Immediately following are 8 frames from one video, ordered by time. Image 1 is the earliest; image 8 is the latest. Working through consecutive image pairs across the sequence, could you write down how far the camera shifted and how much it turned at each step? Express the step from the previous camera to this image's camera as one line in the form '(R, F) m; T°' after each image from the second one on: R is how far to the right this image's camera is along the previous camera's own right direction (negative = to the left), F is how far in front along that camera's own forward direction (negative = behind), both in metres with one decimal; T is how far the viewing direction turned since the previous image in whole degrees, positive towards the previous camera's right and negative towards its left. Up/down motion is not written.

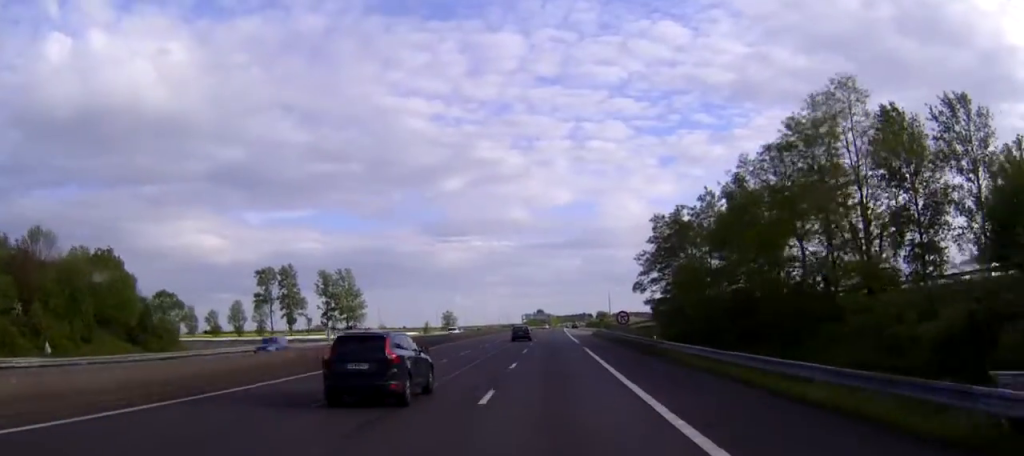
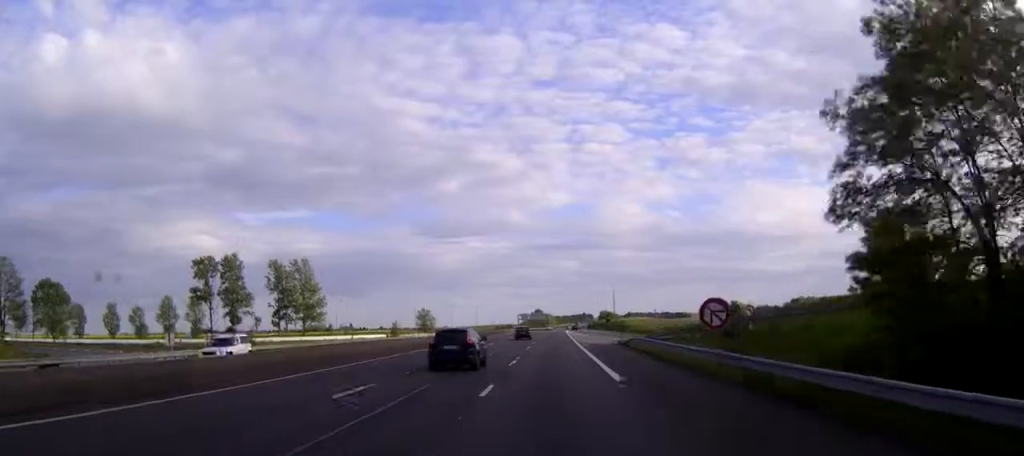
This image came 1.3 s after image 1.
(+0.3, +37.4) m; +1°
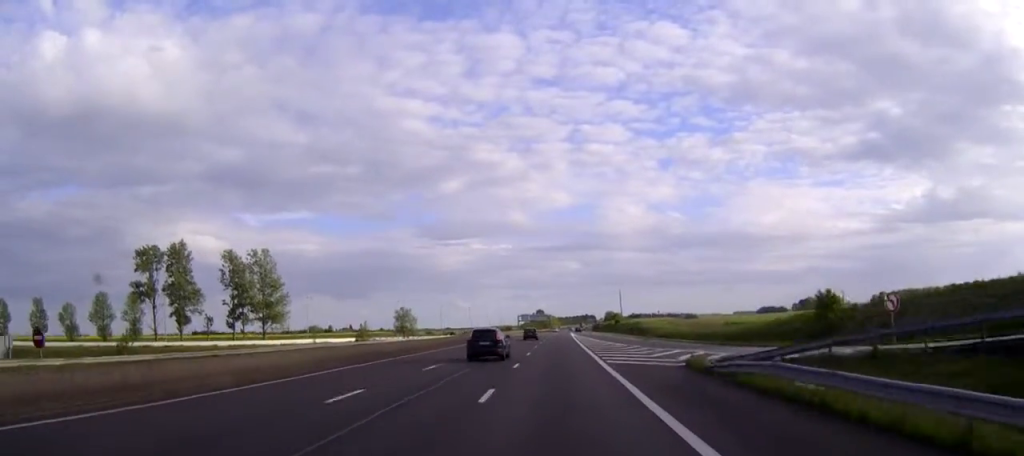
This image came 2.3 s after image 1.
(0.0, +26.8) m; 0°
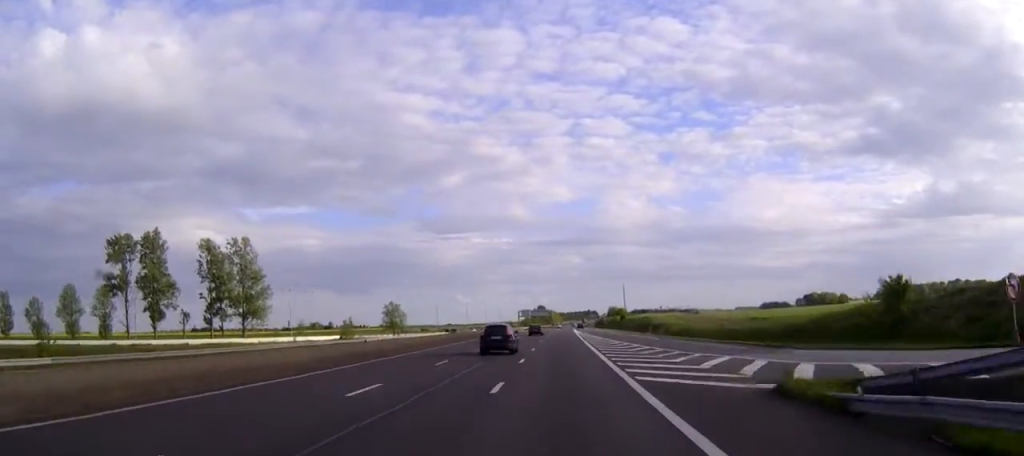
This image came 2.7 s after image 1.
(0.0, +11.1) m; 0°
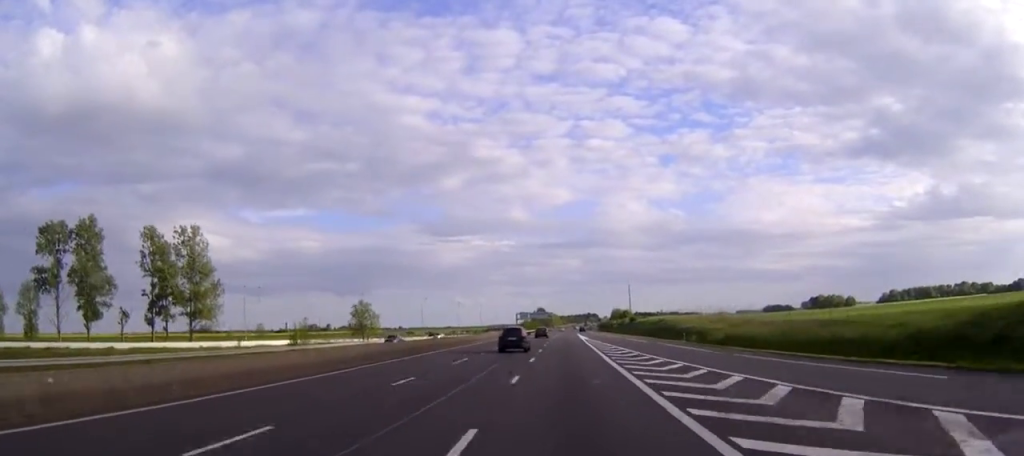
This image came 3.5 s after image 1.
(0.0, +22.1) m; 0°
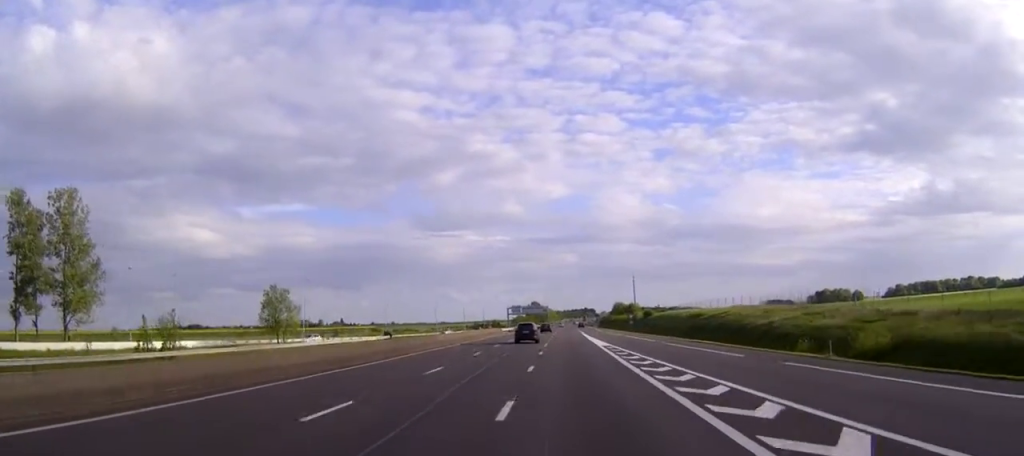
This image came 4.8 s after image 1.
(0.0, +35.0) m; 0°
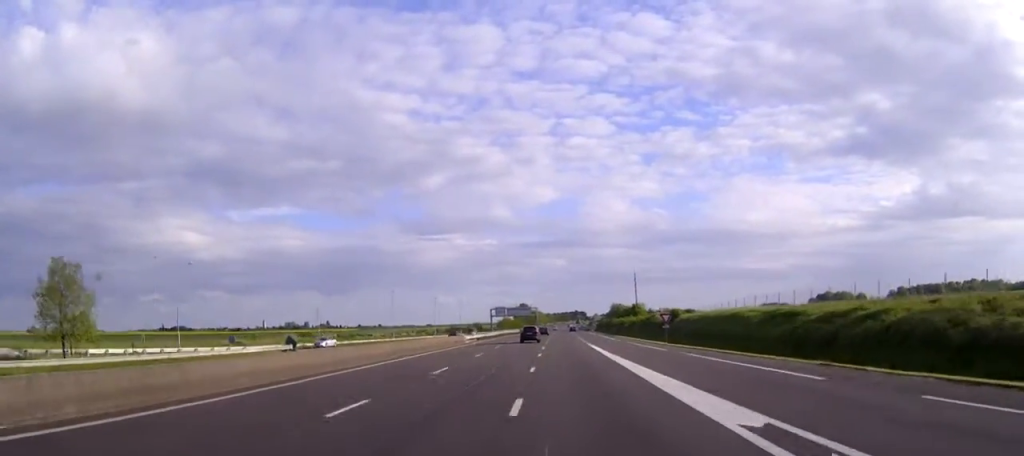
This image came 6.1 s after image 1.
(+0.2, +37.8) m; +1°
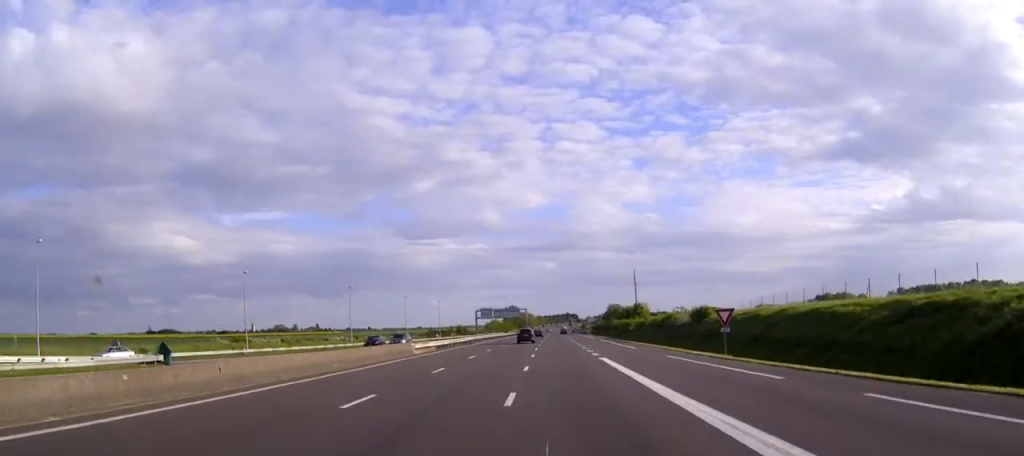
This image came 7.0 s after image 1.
(+0.1, +24.0) m; 0°
